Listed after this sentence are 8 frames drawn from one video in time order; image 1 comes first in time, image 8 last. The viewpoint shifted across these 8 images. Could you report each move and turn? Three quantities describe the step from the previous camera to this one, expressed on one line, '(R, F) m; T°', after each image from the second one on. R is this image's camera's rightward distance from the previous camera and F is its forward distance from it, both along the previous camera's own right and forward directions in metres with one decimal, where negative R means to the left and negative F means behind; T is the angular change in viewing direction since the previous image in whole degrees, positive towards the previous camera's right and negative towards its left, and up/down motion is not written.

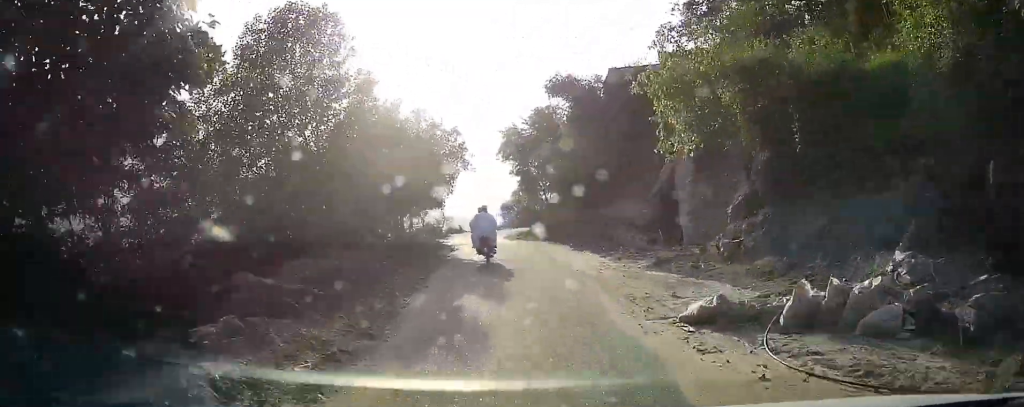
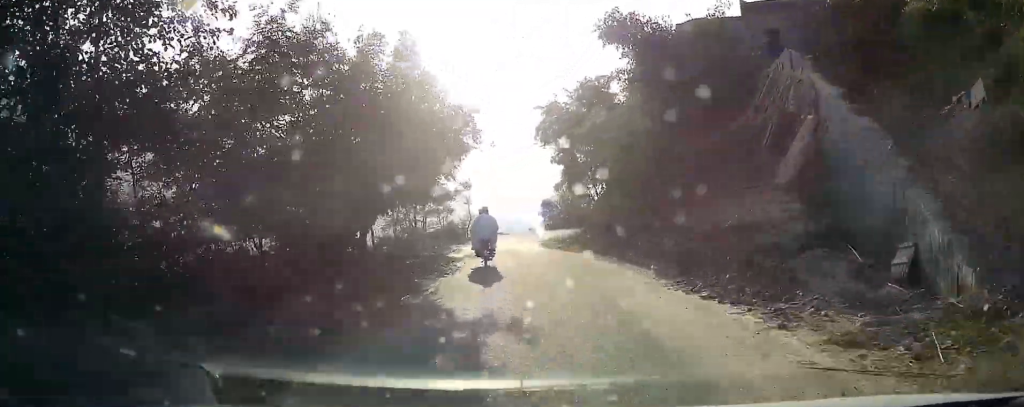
(-0.5, +10.2) m; -5°
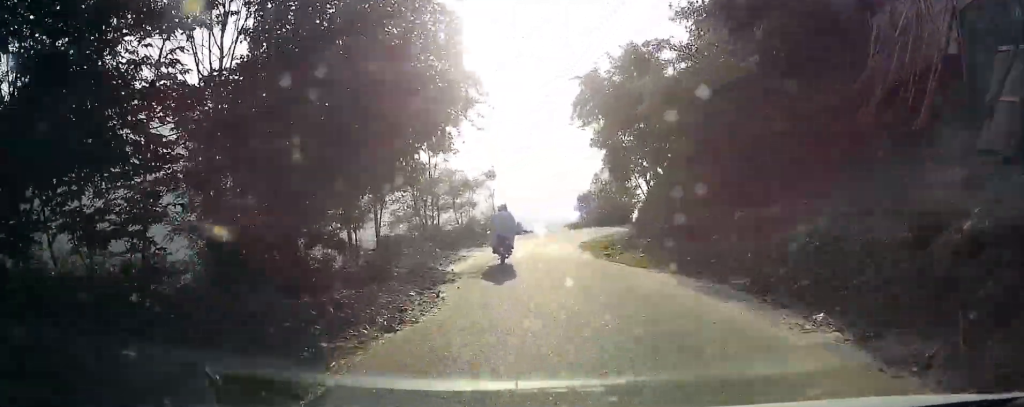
(-0.3, +7.0) m; -3°
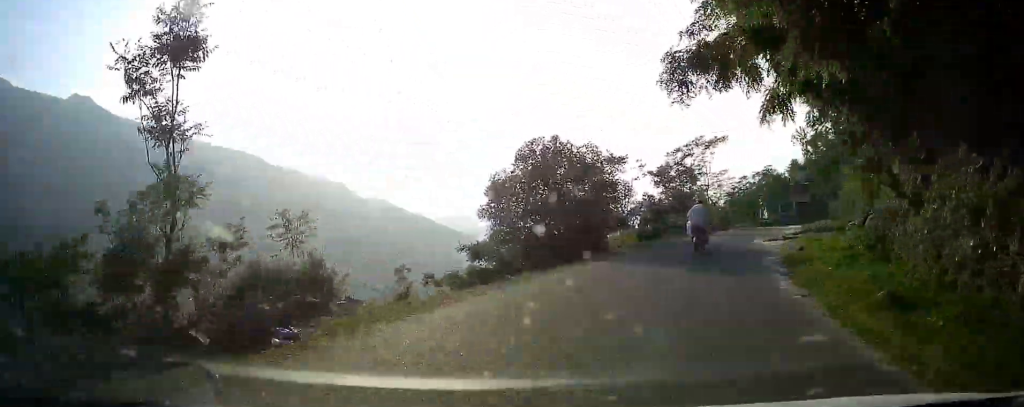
(-0.9, +31.5) m; +7°
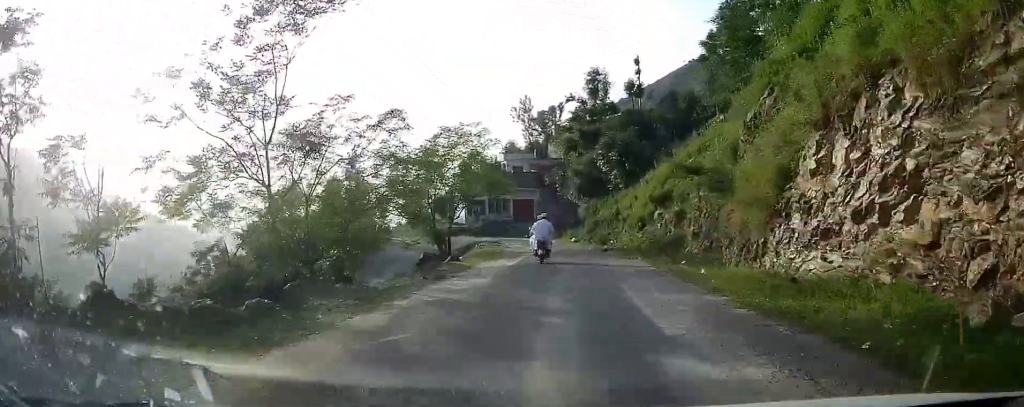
(+13.1, +39.1) m; +31°
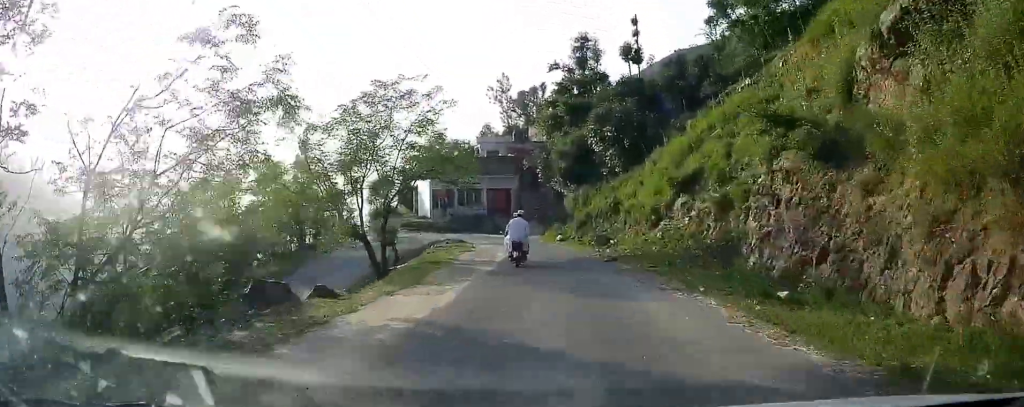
(+0.2, +10.4) m; +1°
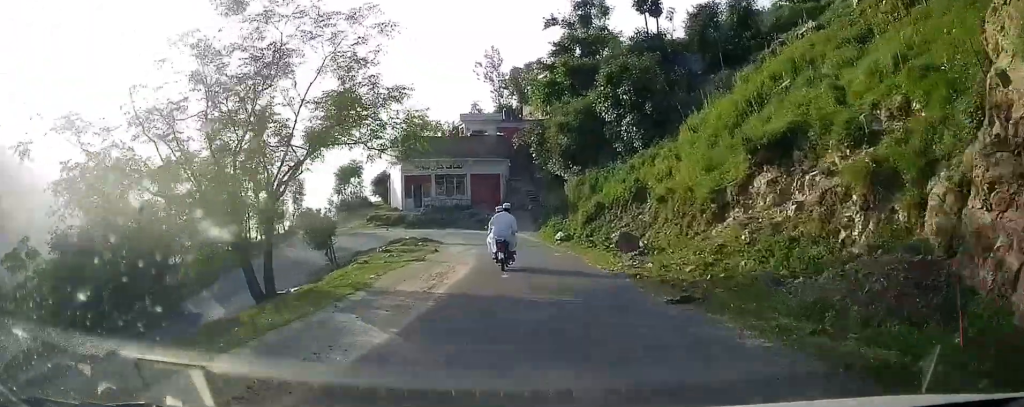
(+0.1, +10.2) m; 0°
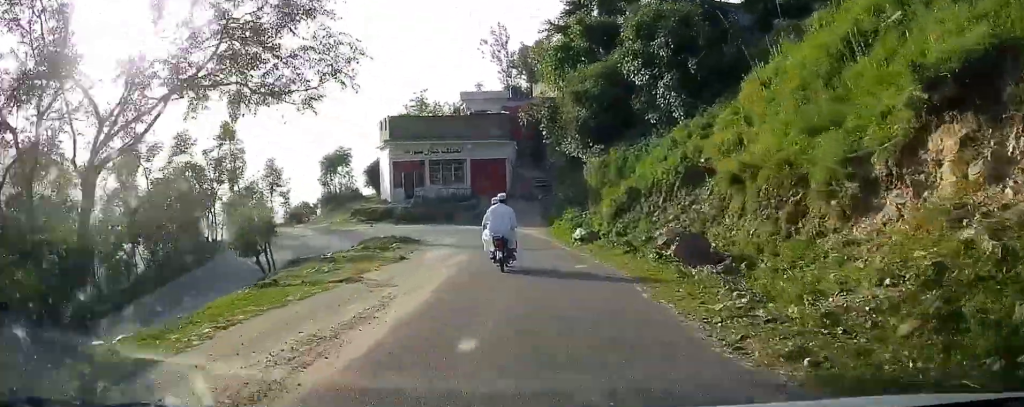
(+0.1, +7.1) m; -1°
